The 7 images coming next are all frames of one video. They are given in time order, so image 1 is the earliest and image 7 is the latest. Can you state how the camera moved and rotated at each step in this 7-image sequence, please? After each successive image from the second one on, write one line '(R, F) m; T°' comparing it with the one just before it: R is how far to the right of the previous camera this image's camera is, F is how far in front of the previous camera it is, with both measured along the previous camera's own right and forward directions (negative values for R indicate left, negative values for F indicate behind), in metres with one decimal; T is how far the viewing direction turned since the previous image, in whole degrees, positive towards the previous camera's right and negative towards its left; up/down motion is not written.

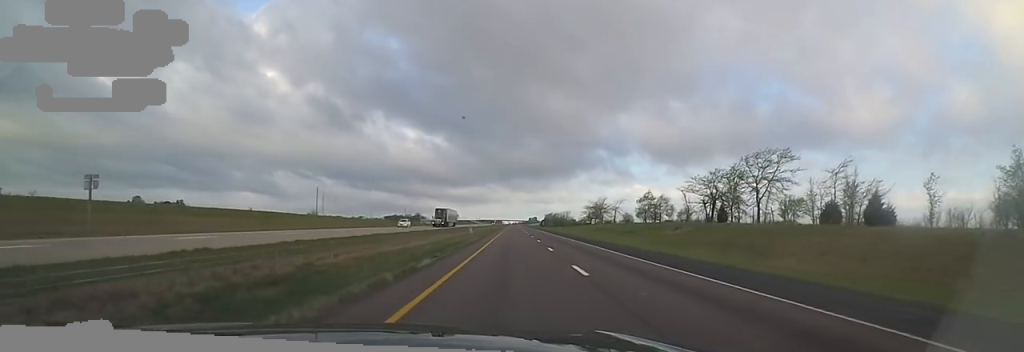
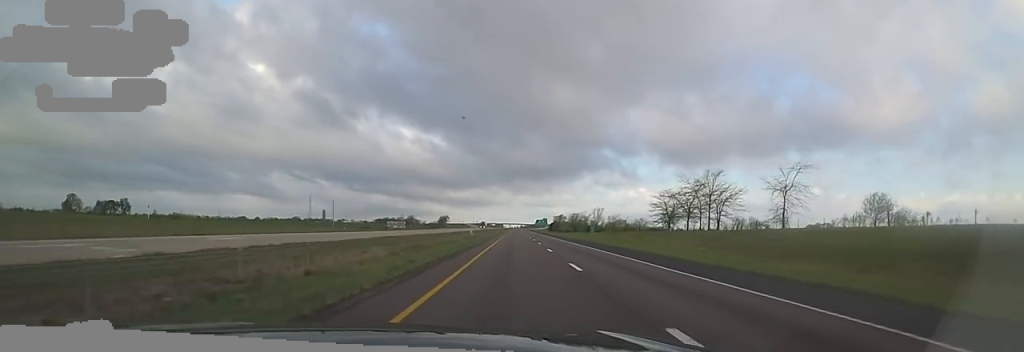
(+3.1, +95.0) m; +1°
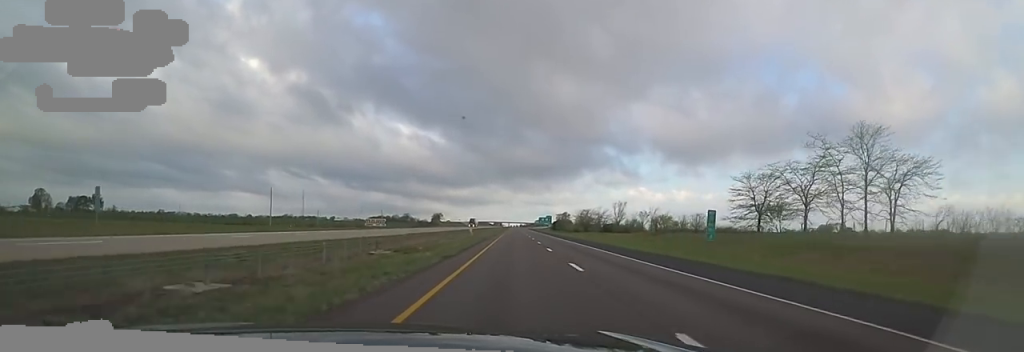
(-0.9, +36.6) m; -1°
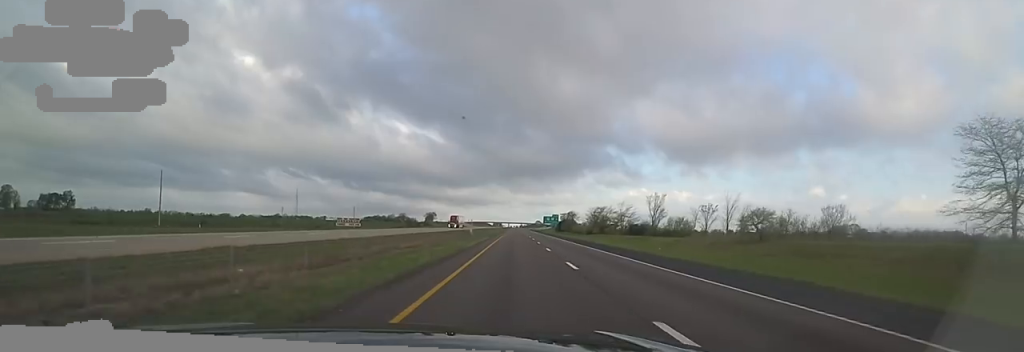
(0.0, +35.6) m; 0°
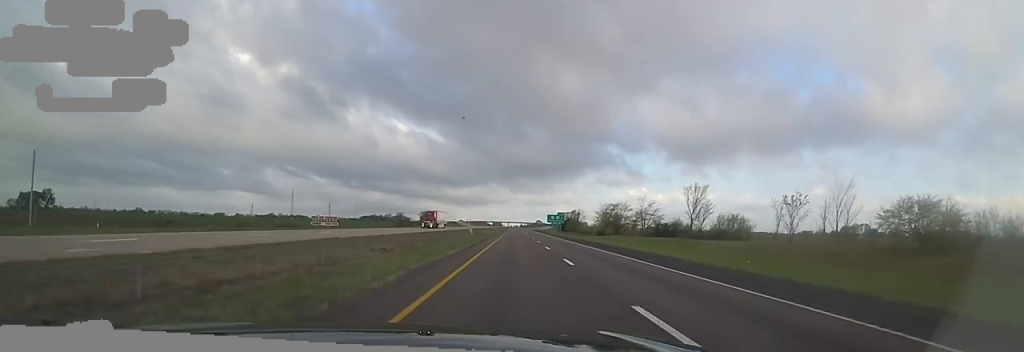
(0.0, +23.1) m; +1°
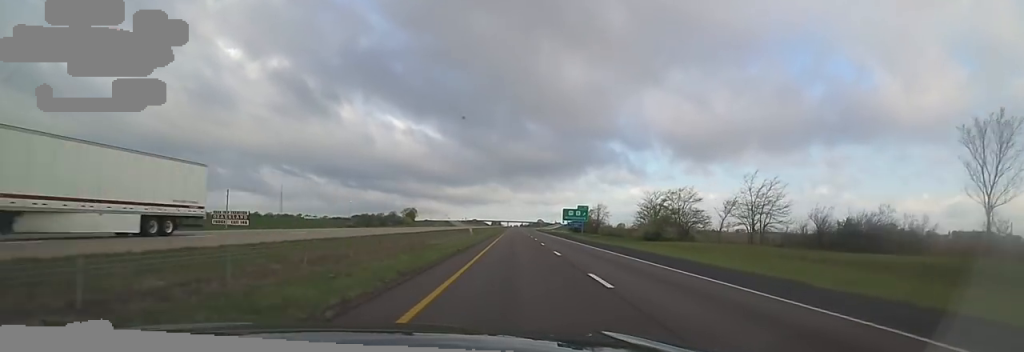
(+2.0, +55.3) m; +2°
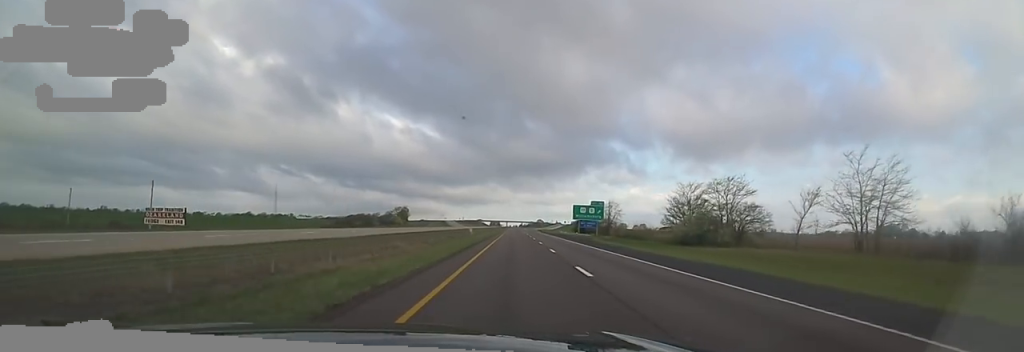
(-0.5, +22.0) m; -1°
